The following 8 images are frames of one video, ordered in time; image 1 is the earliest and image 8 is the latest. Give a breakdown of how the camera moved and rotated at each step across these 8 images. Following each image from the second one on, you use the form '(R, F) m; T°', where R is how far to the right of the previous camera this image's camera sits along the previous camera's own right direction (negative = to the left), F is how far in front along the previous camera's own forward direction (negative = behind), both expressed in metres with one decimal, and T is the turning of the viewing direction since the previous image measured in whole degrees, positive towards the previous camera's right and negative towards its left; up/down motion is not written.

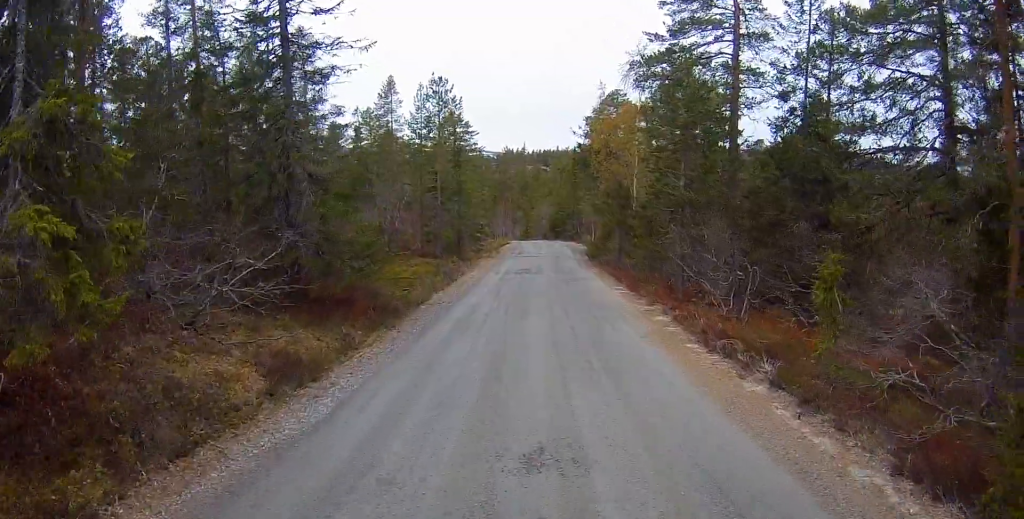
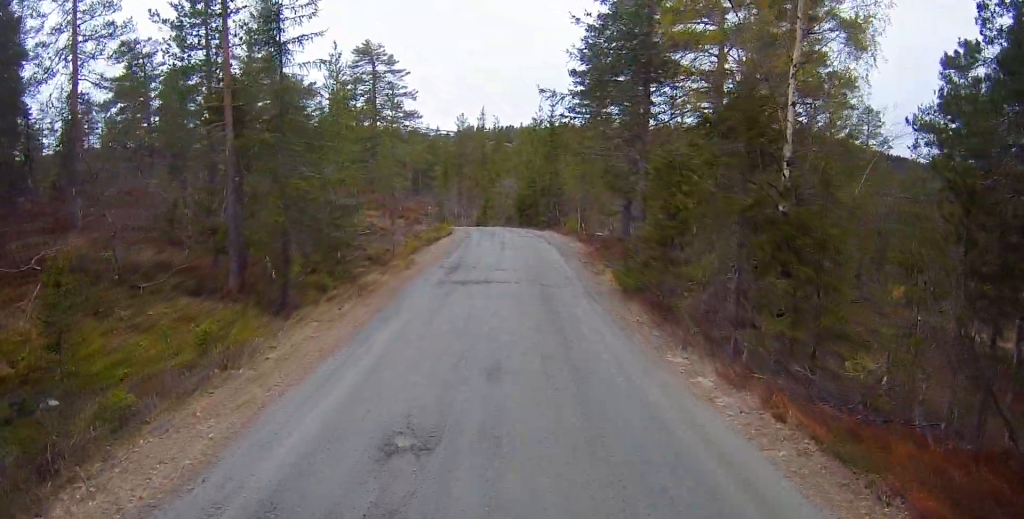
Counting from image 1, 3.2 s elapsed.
(+0.2, +19.6) m; 0°
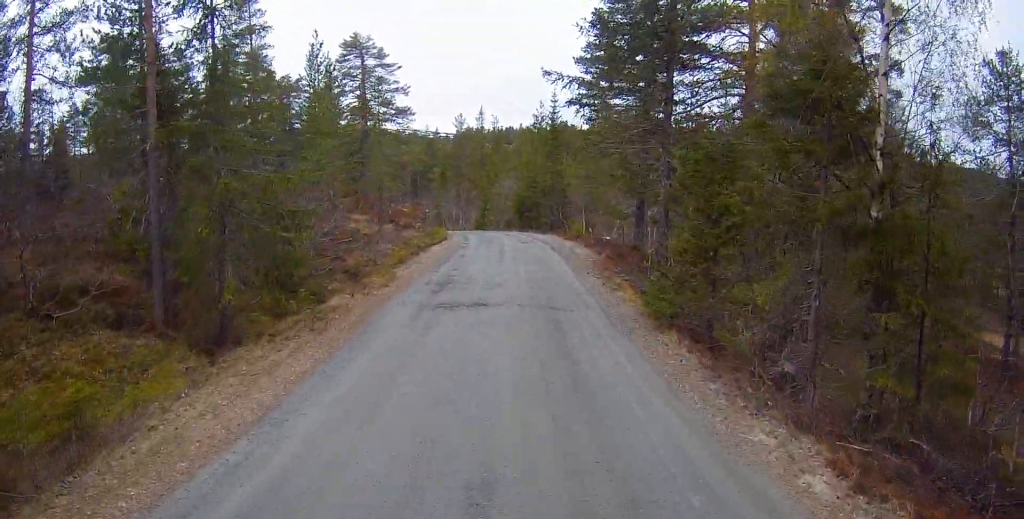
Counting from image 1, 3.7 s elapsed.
(0.0, +2.8) m; +2°
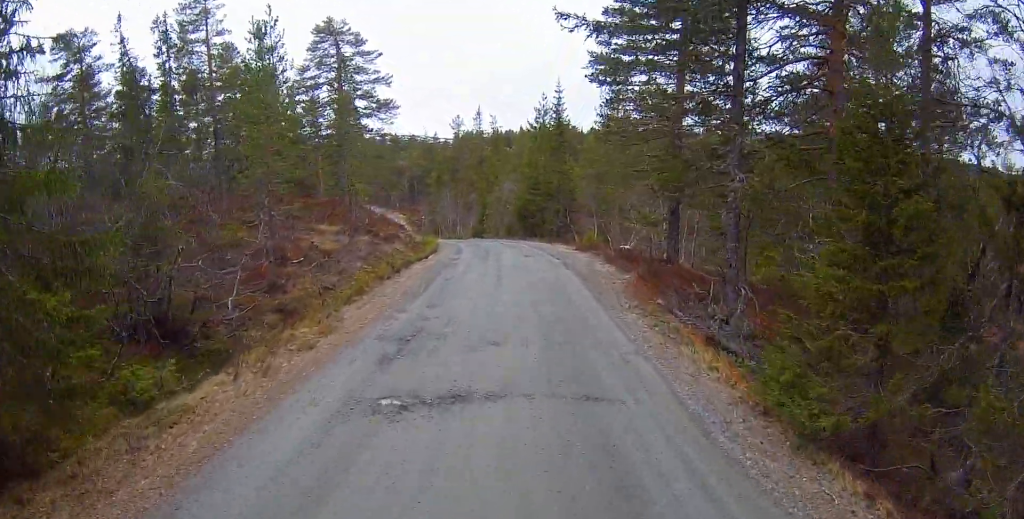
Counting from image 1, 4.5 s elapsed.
(+0.1, +5.2) m; +3°
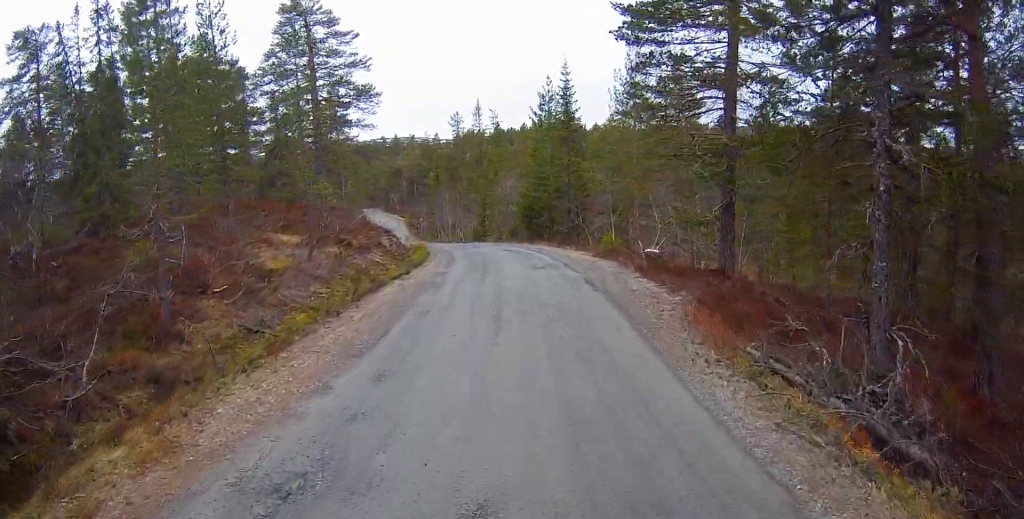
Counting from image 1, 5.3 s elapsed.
(+0.4, +4.7) m; 0°
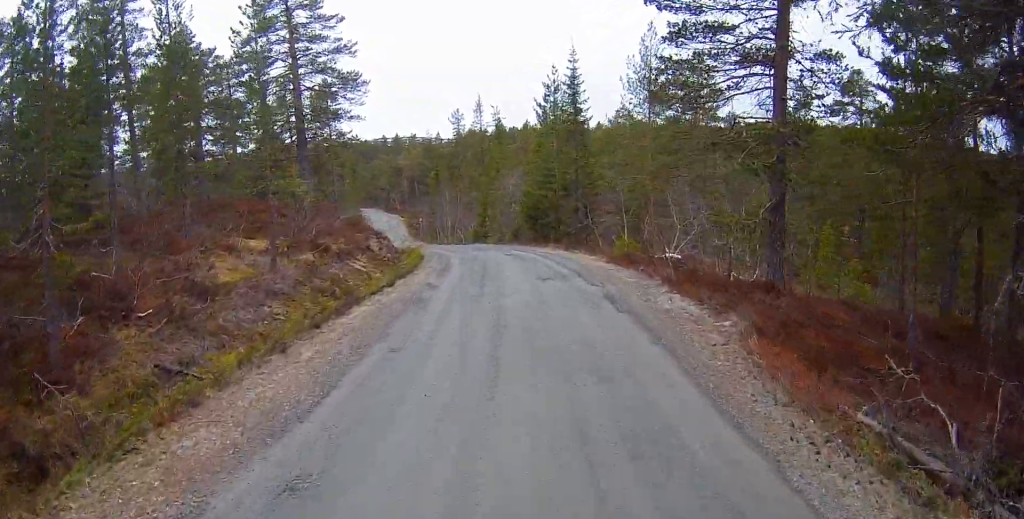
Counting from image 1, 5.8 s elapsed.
(-0.3, +2.7) m; -2°
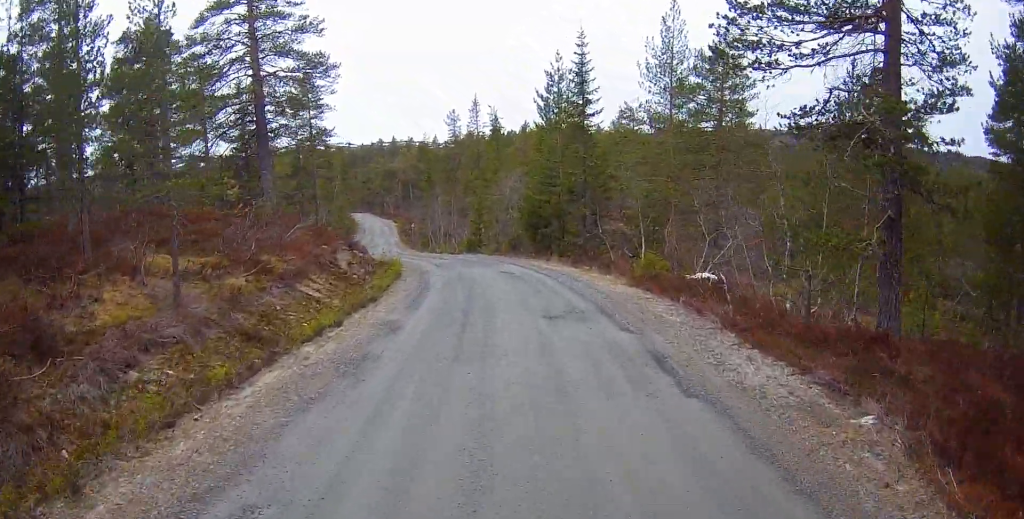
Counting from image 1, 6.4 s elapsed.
(-0.2, +4.1) m; -2°
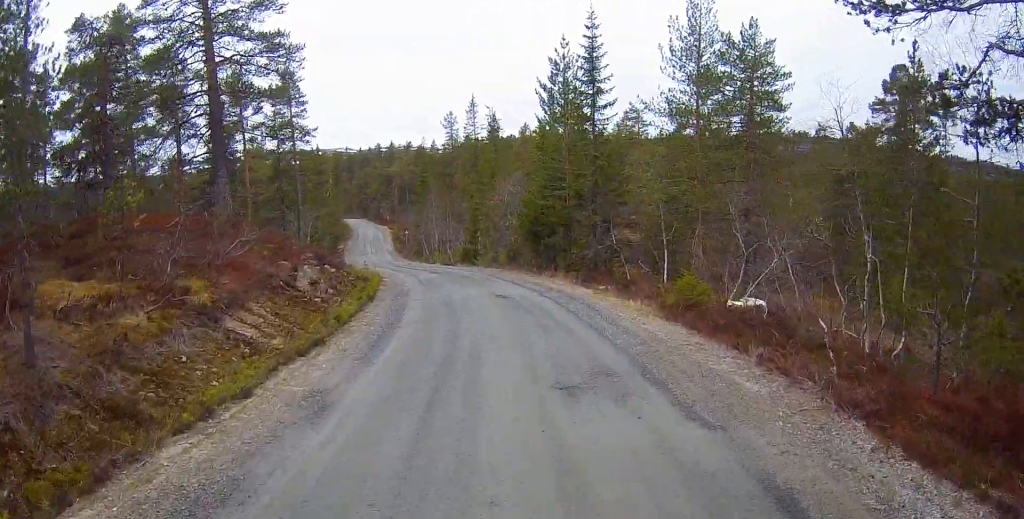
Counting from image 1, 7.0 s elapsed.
(+0.1, +4.0) m; 0°
